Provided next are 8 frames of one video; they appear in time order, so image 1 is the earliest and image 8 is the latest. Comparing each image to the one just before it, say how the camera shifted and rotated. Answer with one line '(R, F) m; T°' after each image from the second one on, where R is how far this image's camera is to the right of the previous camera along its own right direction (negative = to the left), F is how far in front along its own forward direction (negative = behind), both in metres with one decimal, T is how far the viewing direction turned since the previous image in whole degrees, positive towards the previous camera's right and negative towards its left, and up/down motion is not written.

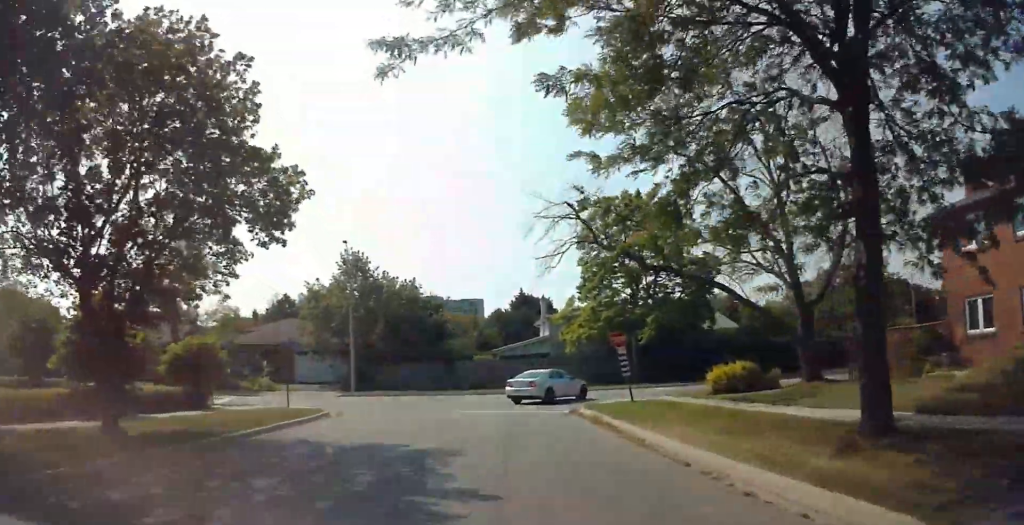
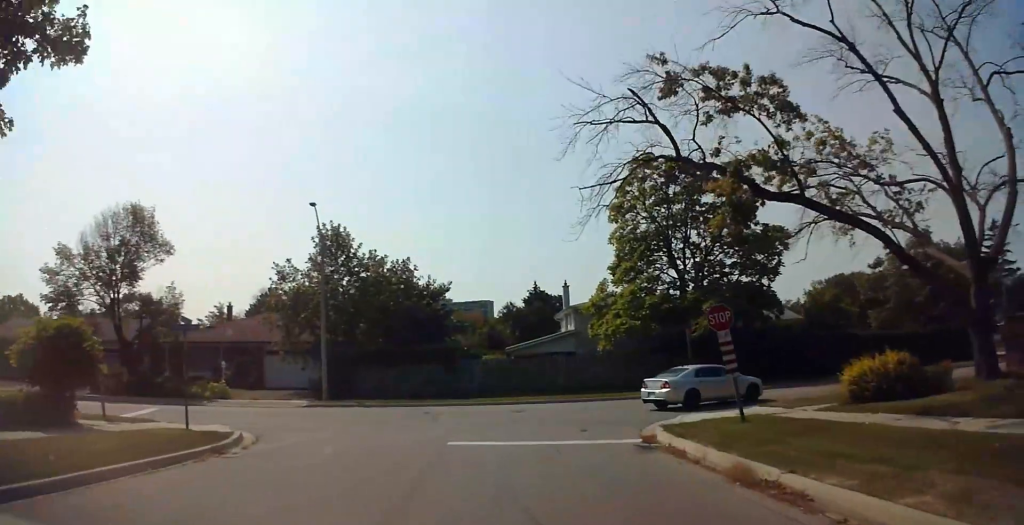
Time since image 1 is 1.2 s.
(-0.2, +9.5) m; -2°
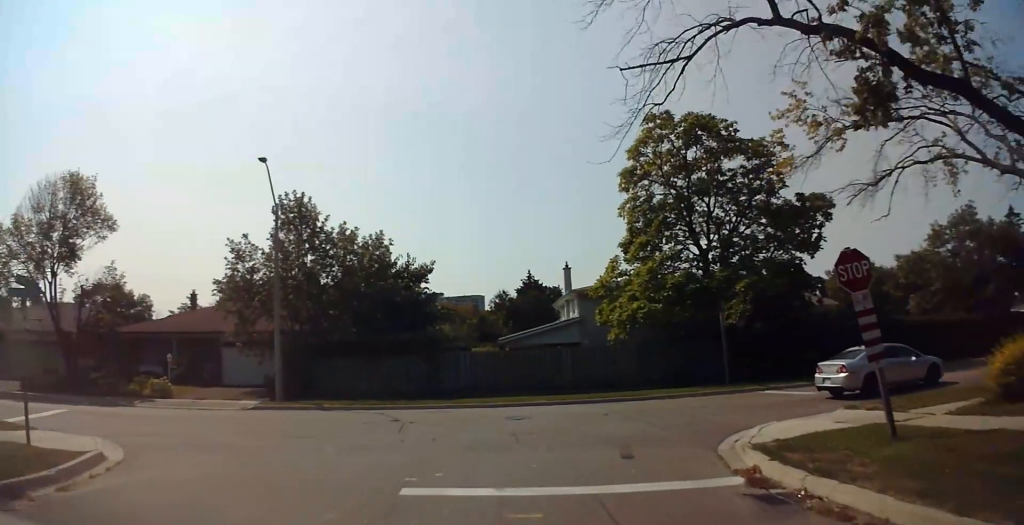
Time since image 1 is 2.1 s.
(0.0, +6.2) m; 0°
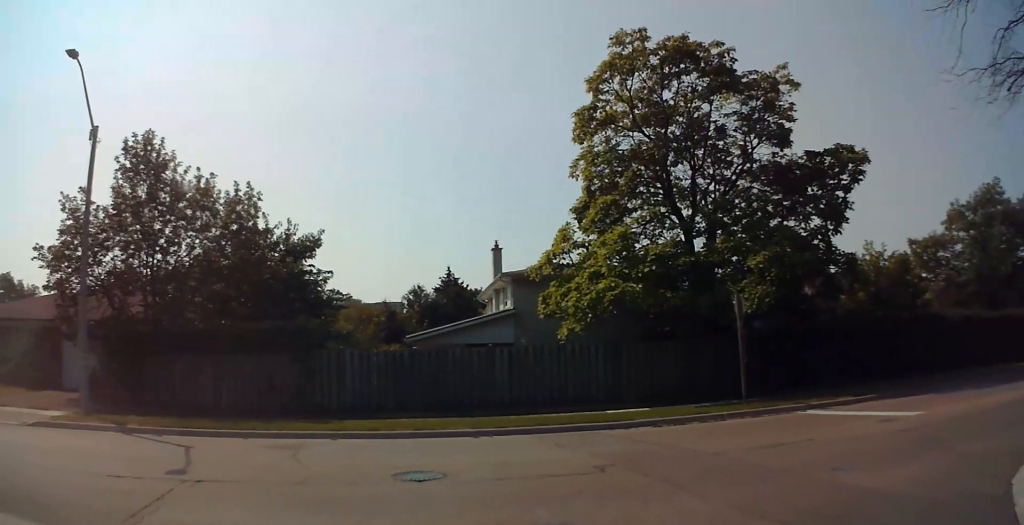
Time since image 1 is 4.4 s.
(+0.7, +11.6) m; +16°
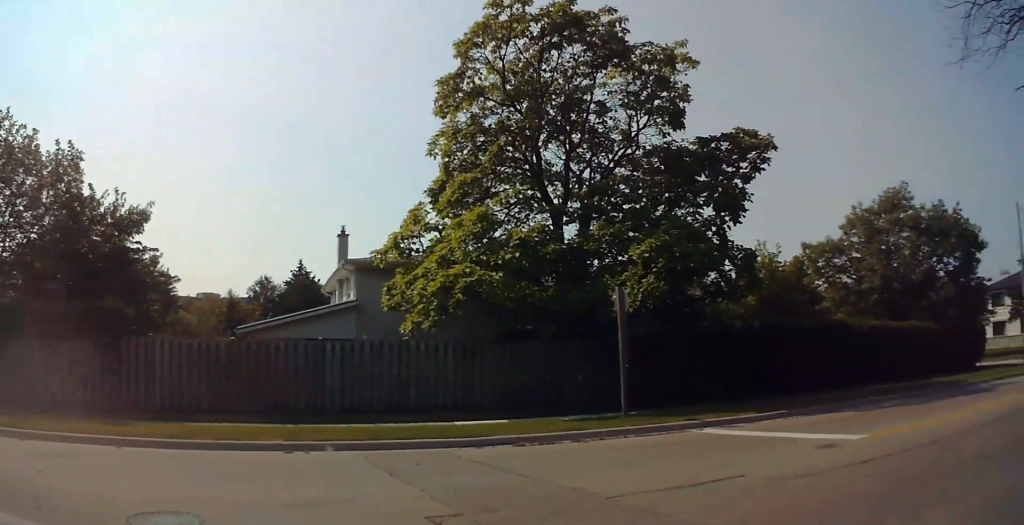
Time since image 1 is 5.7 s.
(+0.7, +4.3) m; +24°
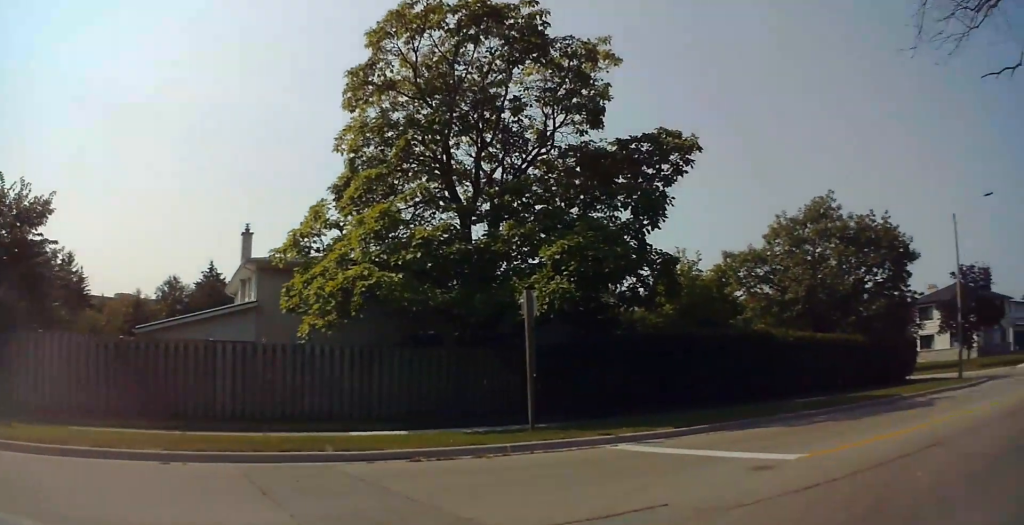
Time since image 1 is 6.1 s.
(+0.2, +1.2) m; +9°
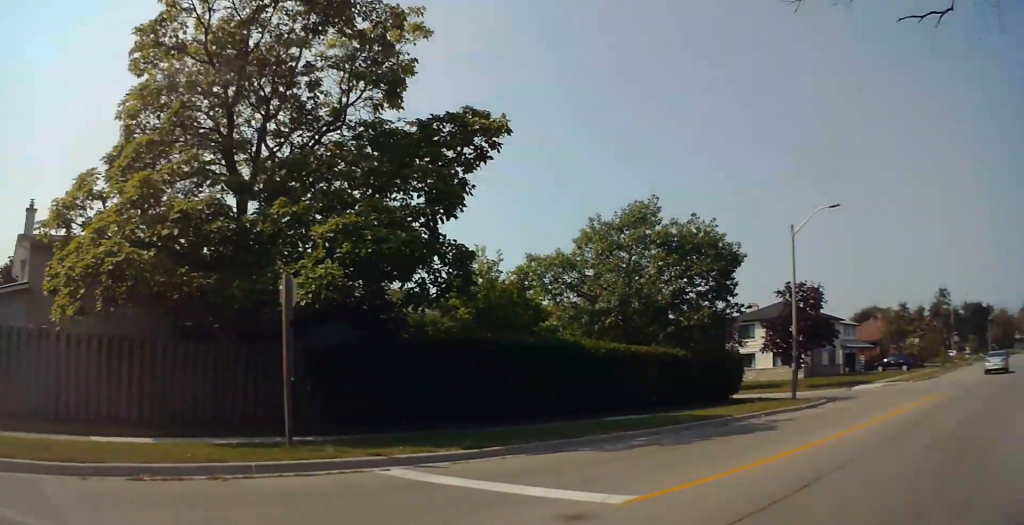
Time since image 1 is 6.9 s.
(+0.4, +2.5) m; +16°
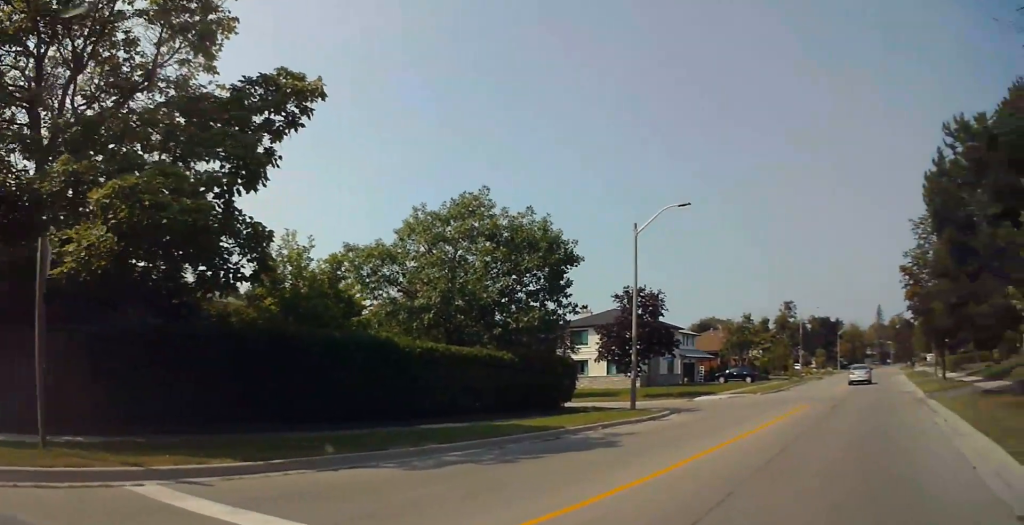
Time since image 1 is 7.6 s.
(+0.2, +2.1) m; +9°
